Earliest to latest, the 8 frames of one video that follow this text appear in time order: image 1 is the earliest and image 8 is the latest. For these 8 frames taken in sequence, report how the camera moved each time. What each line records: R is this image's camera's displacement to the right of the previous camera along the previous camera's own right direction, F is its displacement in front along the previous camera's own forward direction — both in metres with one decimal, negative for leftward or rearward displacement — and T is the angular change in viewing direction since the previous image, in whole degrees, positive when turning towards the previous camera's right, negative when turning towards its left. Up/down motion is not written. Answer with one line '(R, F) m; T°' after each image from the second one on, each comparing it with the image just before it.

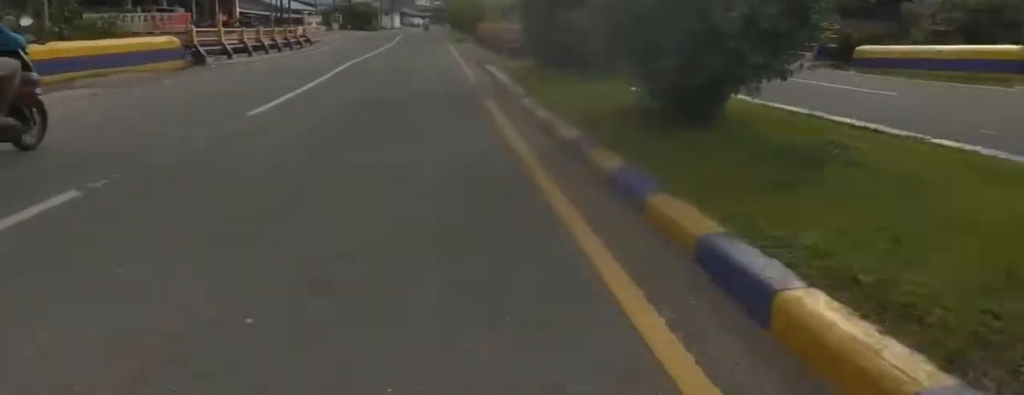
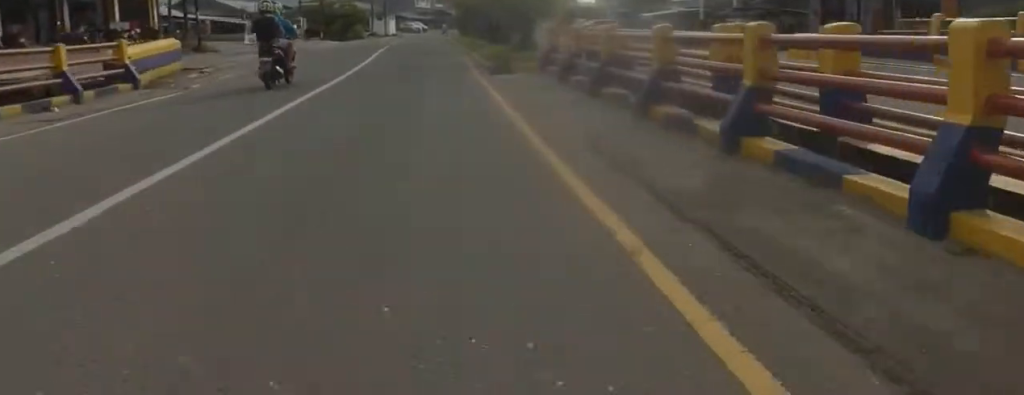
(-0.4, +18.7) m; -2°
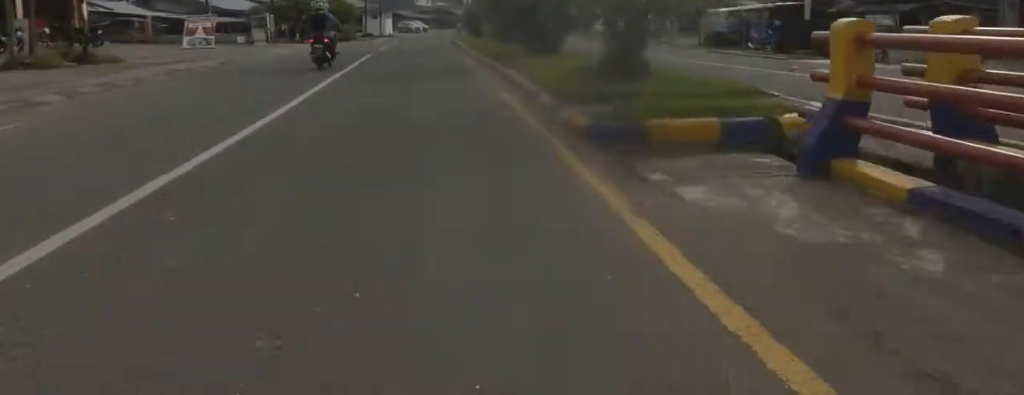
(0.0, +9.7) m; 0°
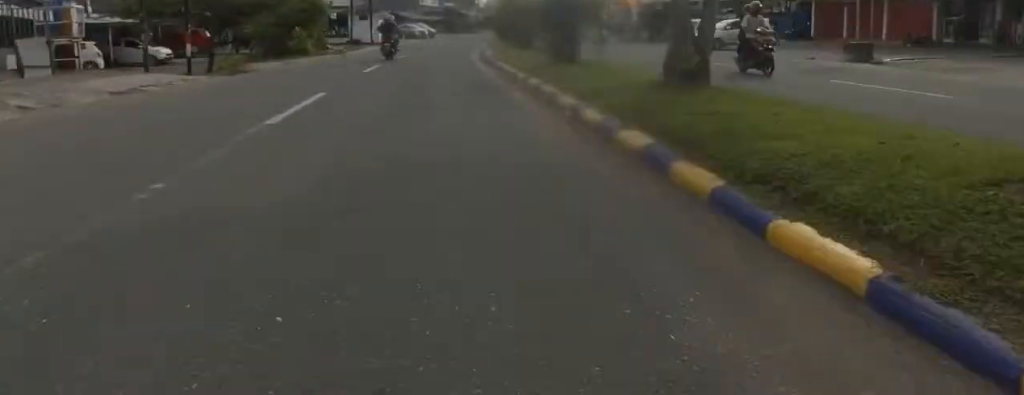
(0.0, +20.9) m; +1°
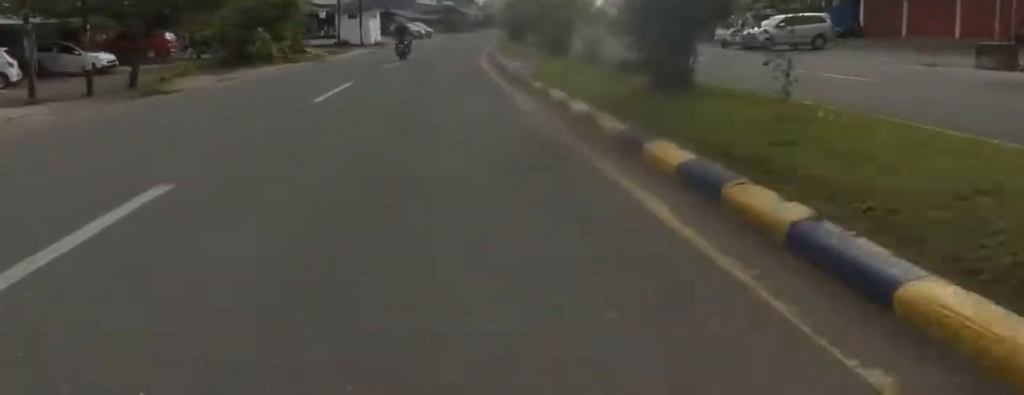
(-0.1, +6.6) m; +1°
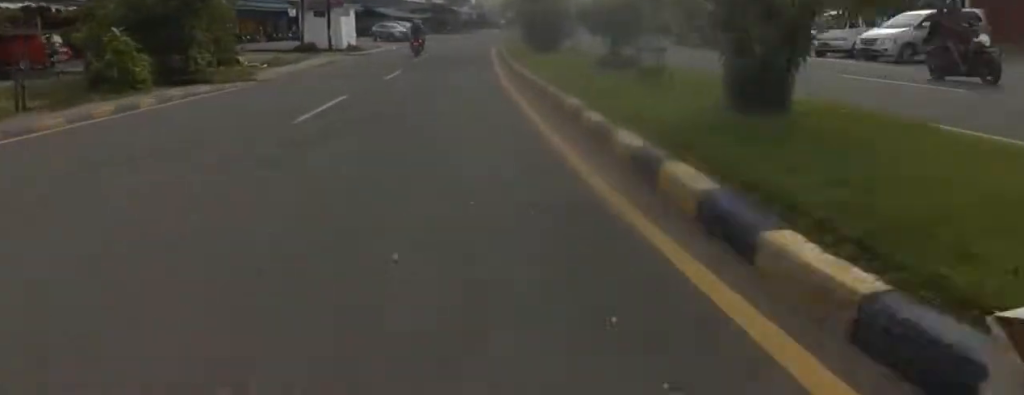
(+0.3, +10.0) m; +2°
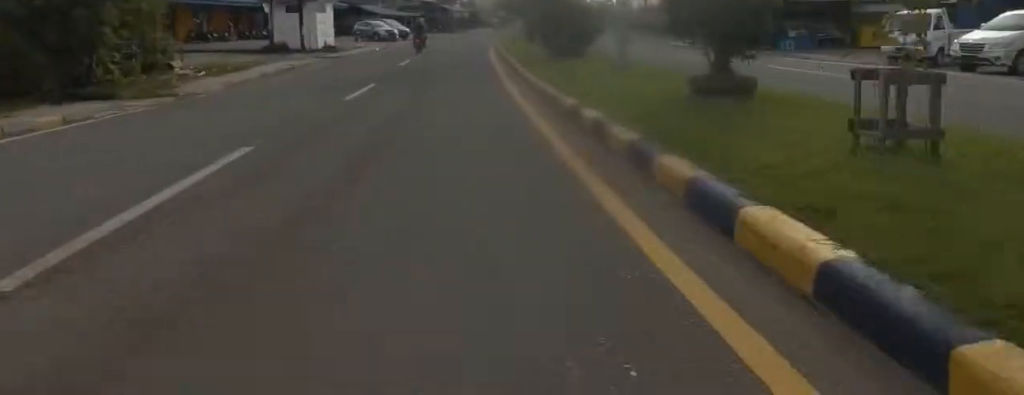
(0.0, +5.1) m; 0°
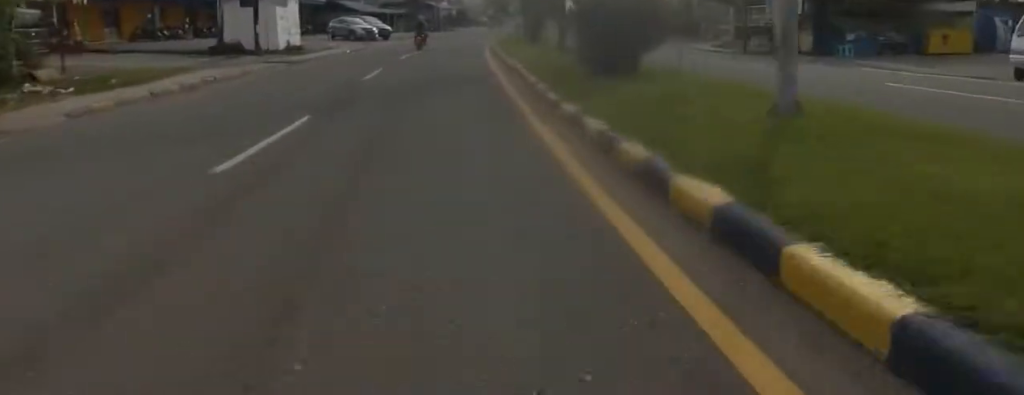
(0.0, +5.6) m; 0°
